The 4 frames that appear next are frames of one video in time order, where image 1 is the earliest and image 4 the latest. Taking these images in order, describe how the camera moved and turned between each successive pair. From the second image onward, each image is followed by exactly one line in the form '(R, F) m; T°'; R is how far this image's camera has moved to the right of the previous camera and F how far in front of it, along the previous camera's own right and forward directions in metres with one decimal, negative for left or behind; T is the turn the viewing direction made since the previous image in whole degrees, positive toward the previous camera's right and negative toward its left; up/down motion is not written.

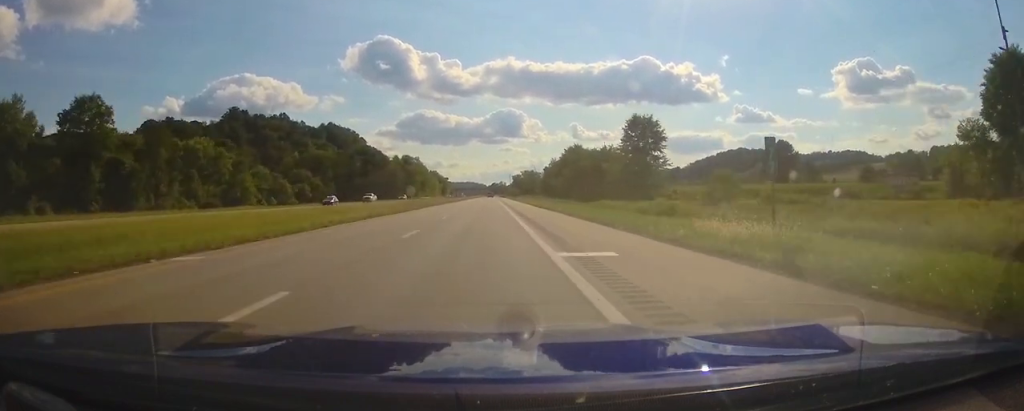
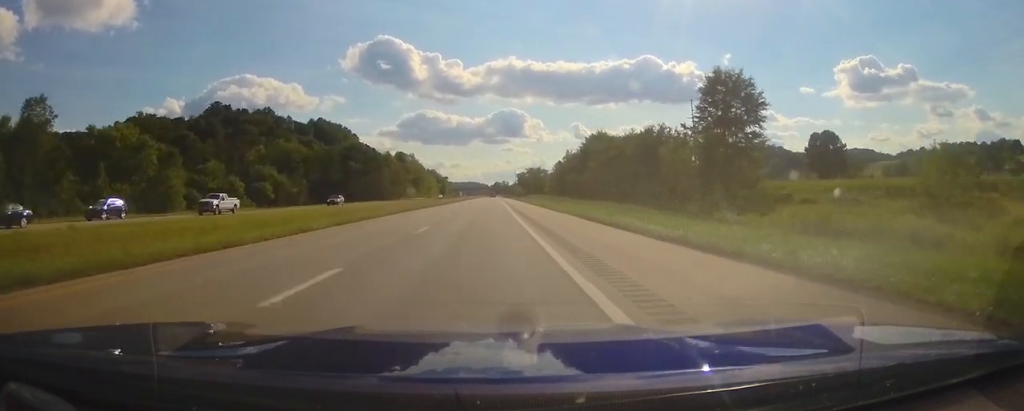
(-0.1, +34.1) m; 0°
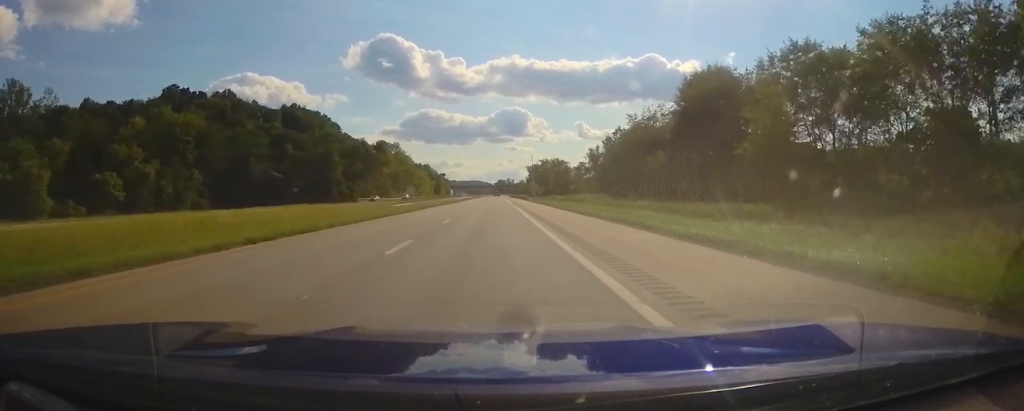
(-0.2, +67.0) m; 0°
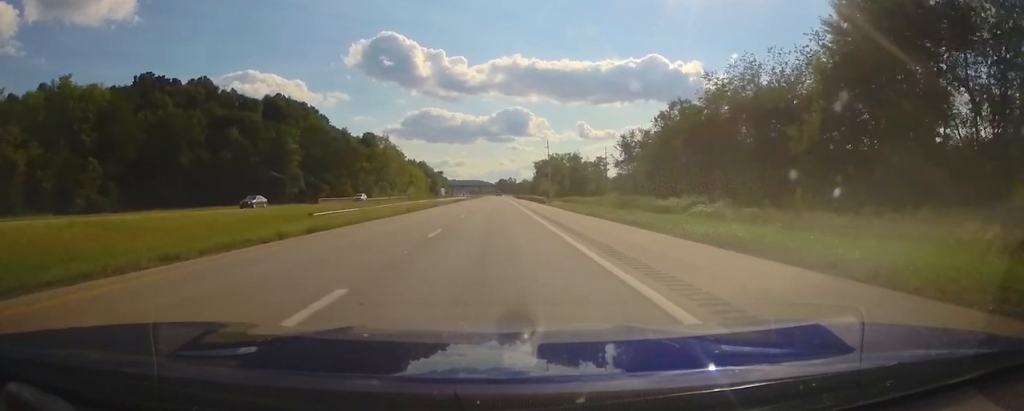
(0.0, +32.2) m; 0°
